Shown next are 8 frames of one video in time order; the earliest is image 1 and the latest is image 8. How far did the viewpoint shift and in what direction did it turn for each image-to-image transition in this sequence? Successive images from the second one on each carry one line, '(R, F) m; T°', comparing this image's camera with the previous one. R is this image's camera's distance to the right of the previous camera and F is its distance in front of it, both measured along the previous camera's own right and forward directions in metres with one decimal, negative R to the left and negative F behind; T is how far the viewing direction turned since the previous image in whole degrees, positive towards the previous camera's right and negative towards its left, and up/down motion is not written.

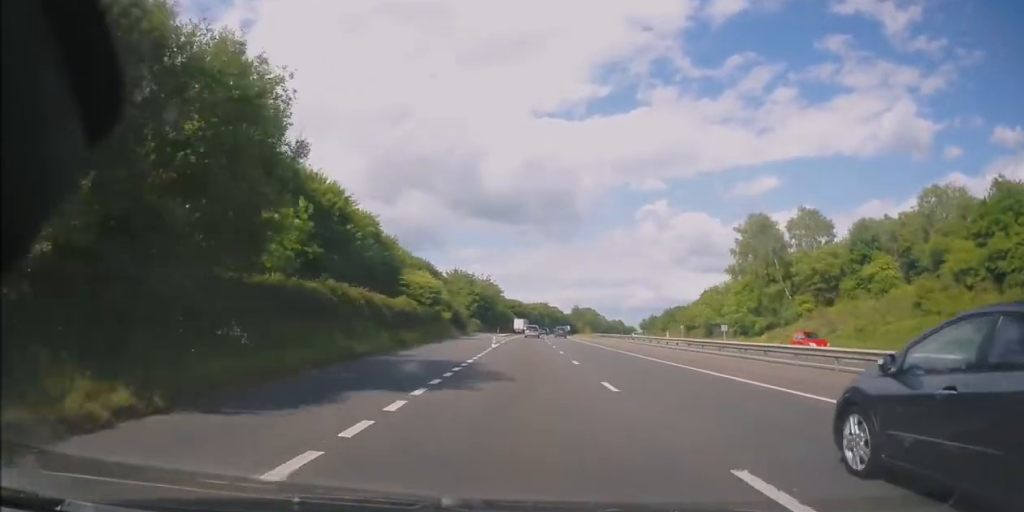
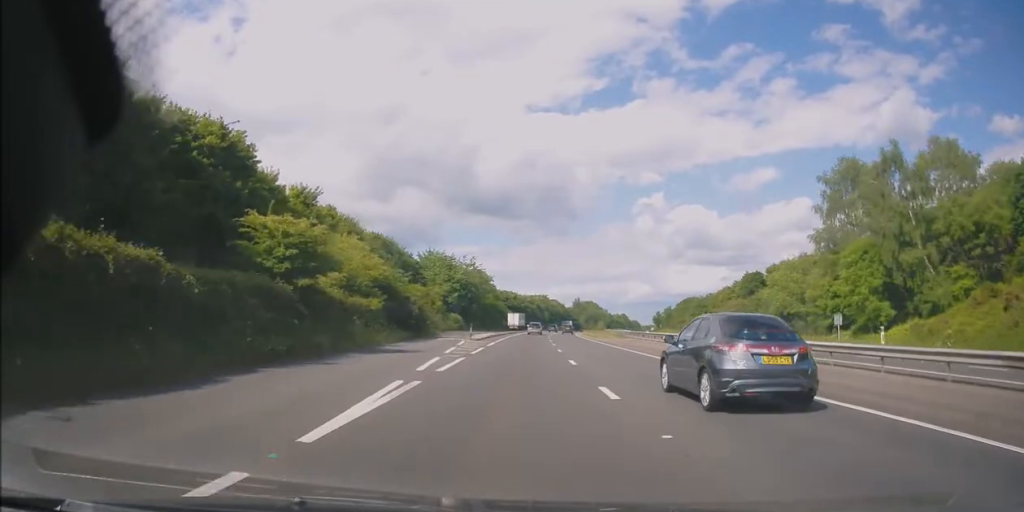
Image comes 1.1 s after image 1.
(0.0, +28.3) m; 0°
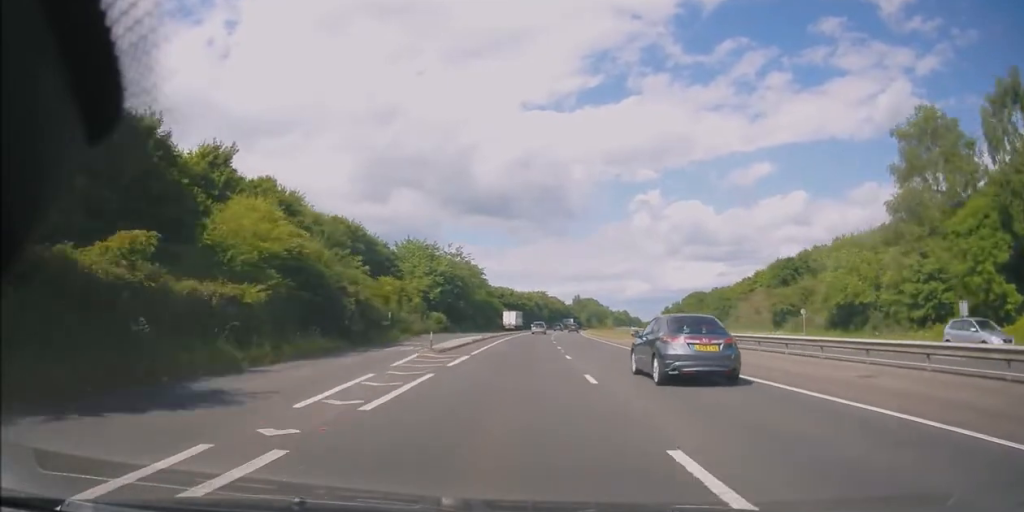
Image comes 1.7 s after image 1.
(+0.1, +15.1) m; 0°
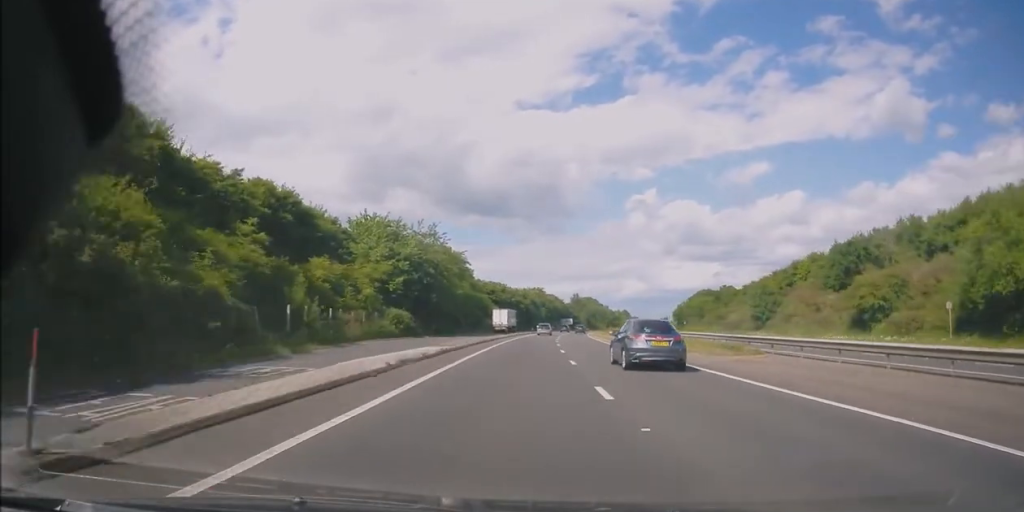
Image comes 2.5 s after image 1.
(0.0, +20.3) m; 0°
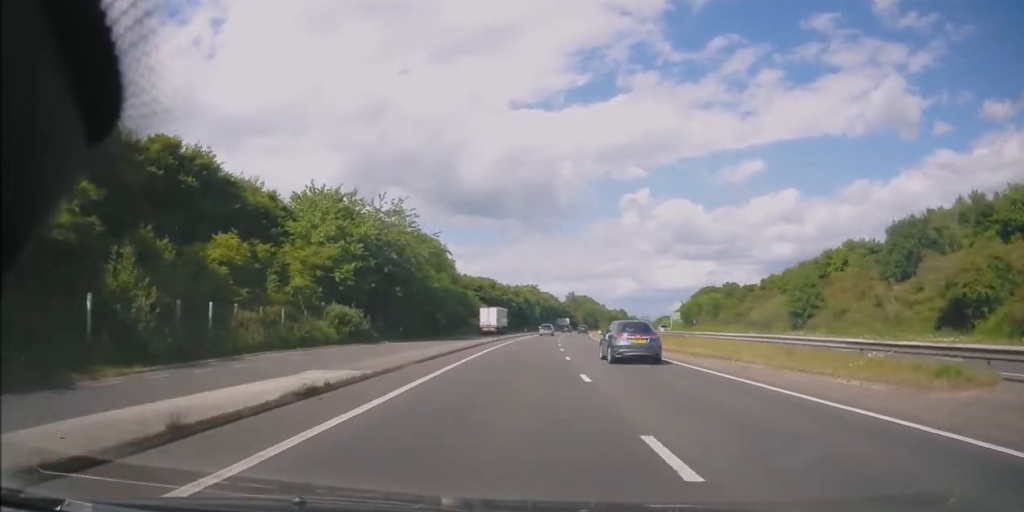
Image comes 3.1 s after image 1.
(0.0, +14.4) m; 0°
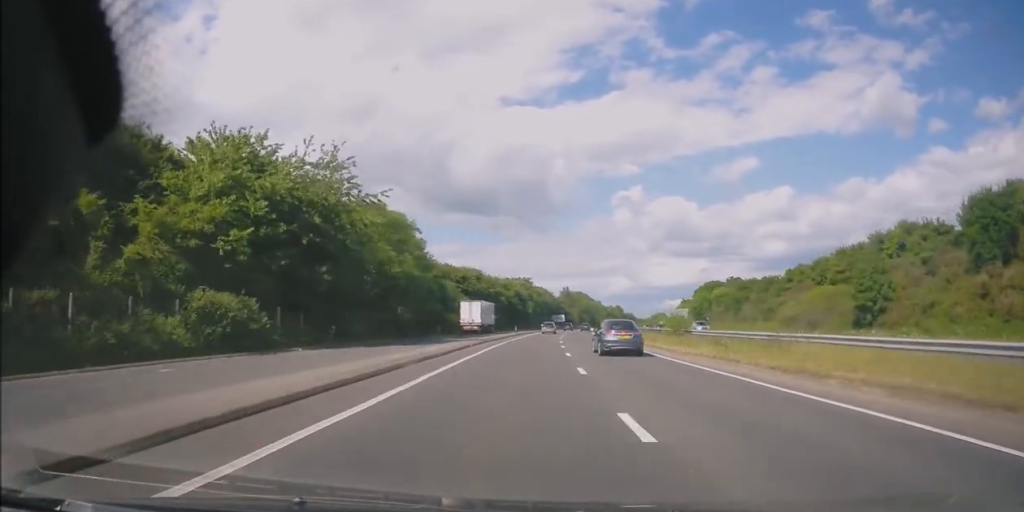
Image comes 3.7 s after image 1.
(-0.1, +16.1) m; +1°
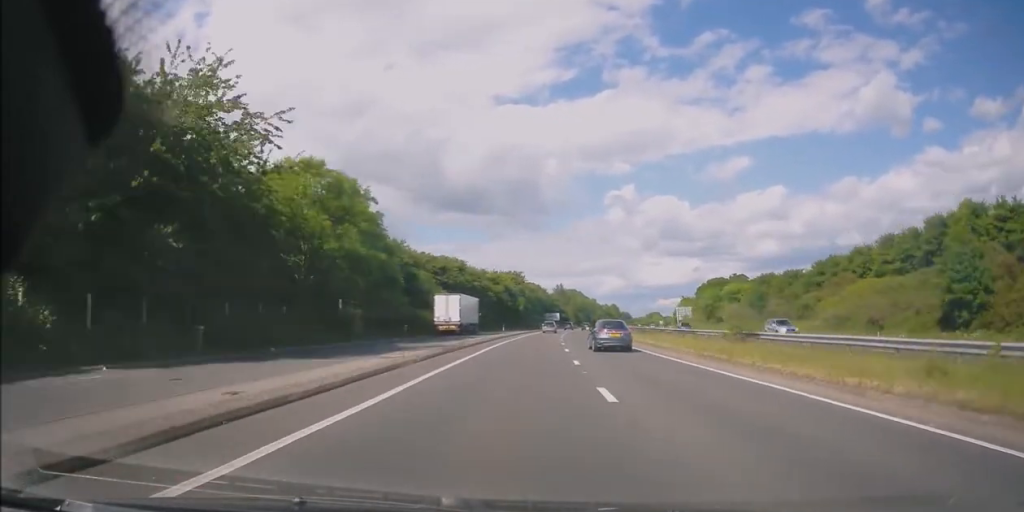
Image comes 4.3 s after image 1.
(+0.1, +14.4) m; +1°
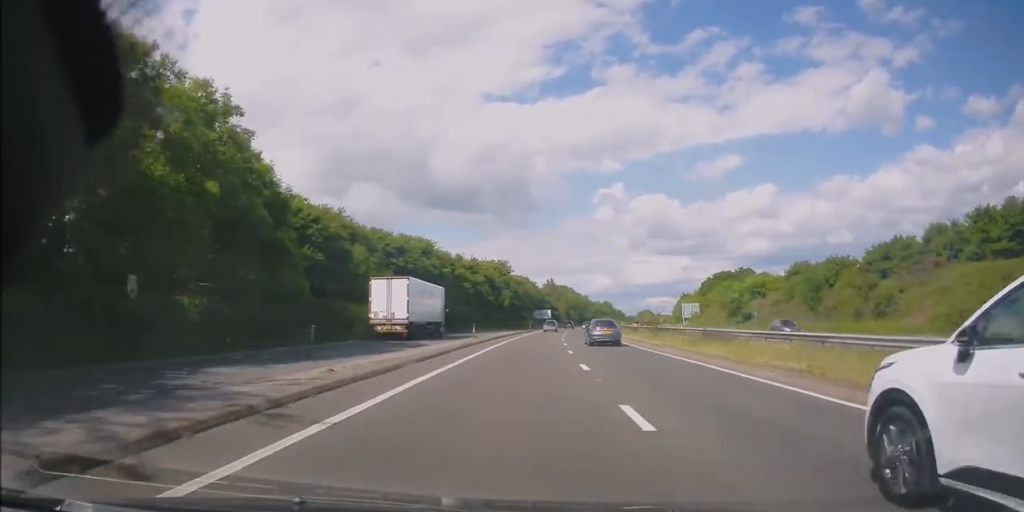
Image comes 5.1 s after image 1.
(+0.4, +20.4) m; +2°
